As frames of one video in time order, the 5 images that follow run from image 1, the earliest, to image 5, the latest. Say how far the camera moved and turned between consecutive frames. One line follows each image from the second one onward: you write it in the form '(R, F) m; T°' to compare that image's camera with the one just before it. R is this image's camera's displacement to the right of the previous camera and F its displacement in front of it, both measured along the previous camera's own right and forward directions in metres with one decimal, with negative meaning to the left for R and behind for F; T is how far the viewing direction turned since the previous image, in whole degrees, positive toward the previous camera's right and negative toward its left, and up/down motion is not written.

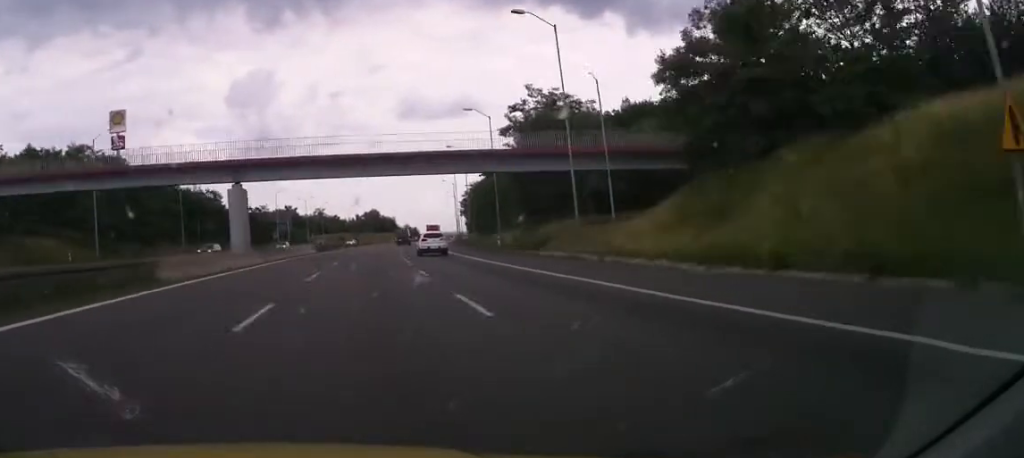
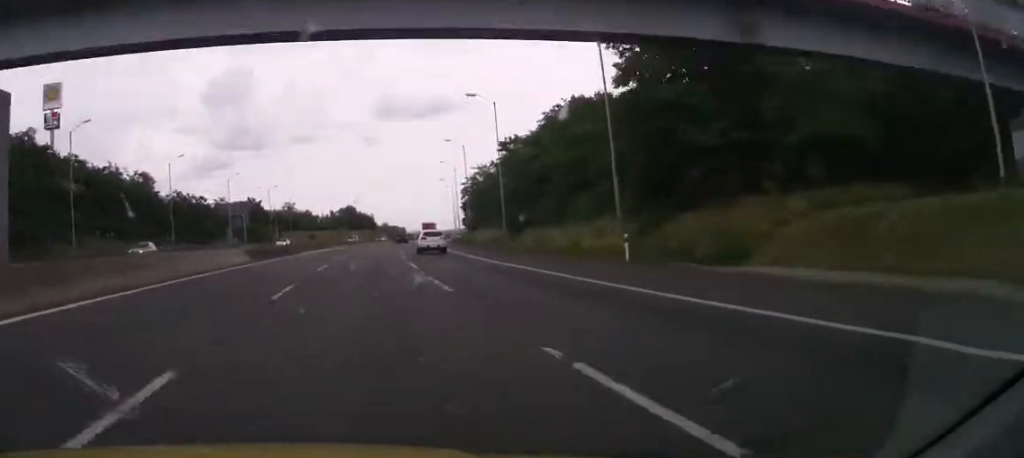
(+0.2, +30.7) m; +2°
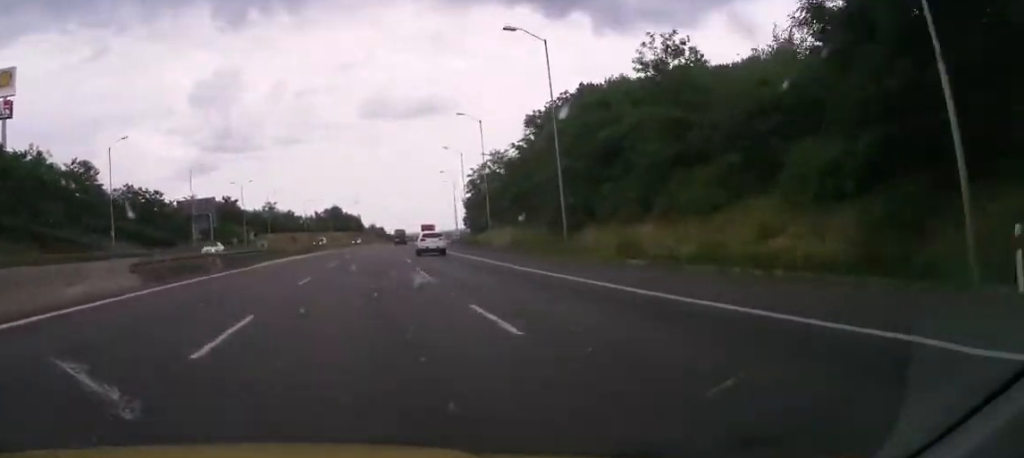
(+0.2, +18.4) m; +1°
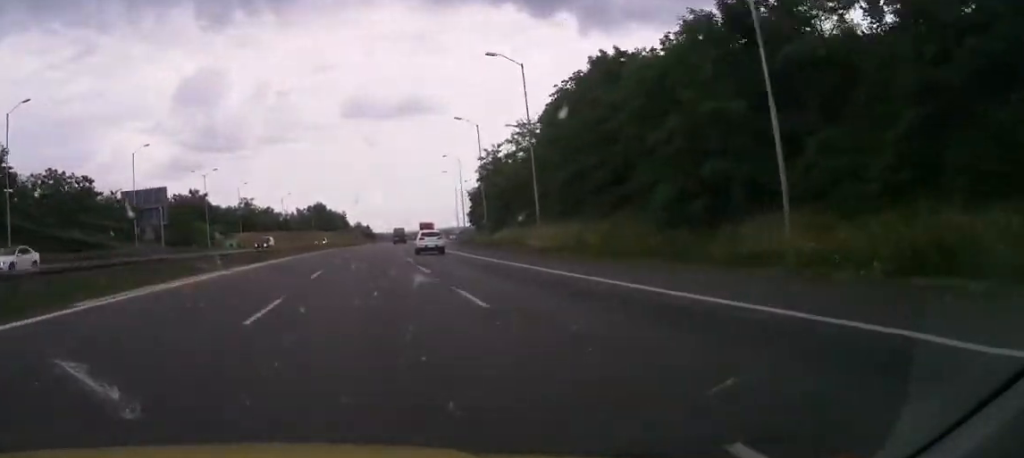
(+0.3, +20.3) m; +2°
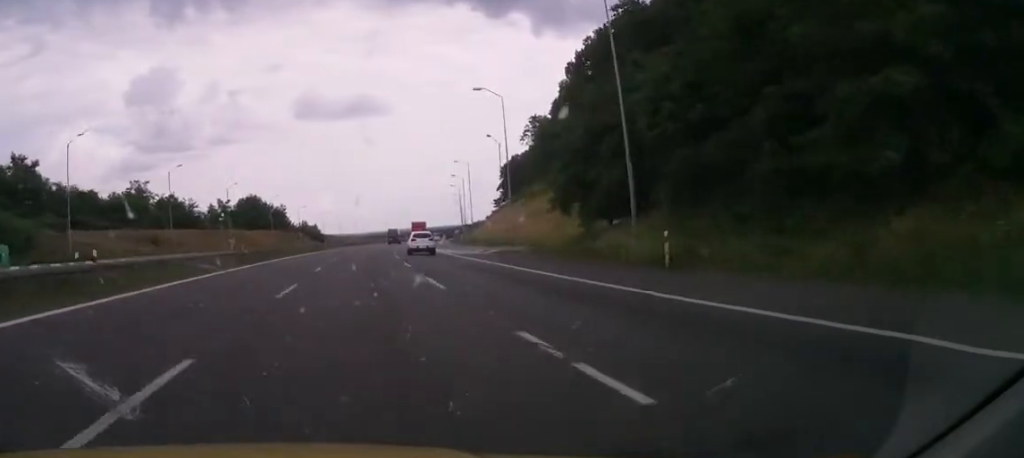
(+1.9, +63.6) m; +4°
